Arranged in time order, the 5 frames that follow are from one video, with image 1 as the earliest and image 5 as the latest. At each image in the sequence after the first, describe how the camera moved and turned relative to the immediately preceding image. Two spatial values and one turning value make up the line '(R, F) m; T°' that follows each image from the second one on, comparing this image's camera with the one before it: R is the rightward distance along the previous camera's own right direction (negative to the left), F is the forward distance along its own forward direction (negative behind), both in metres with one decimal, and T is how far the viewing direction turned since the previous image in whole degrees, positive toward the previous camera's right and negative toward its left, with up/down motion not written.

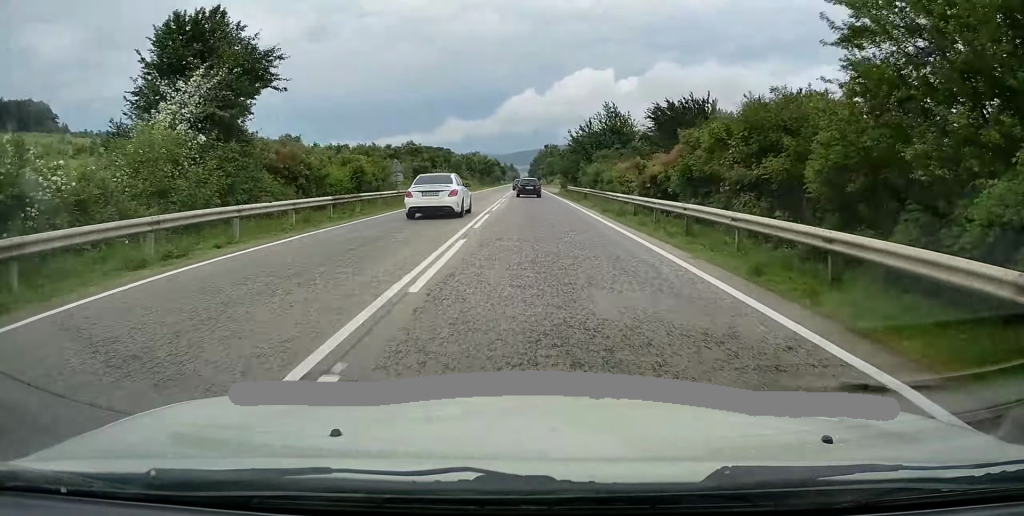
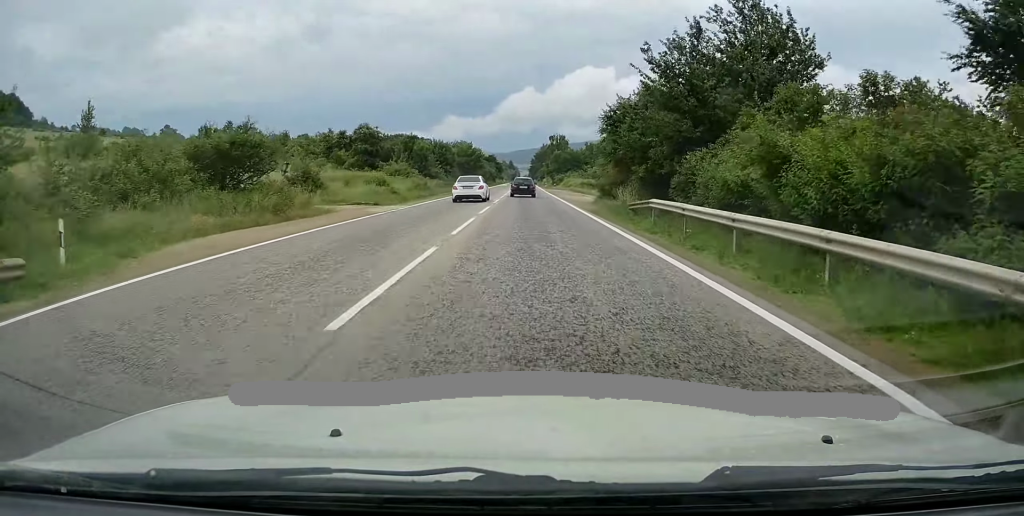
(+0.1, +38.2) m; 0°
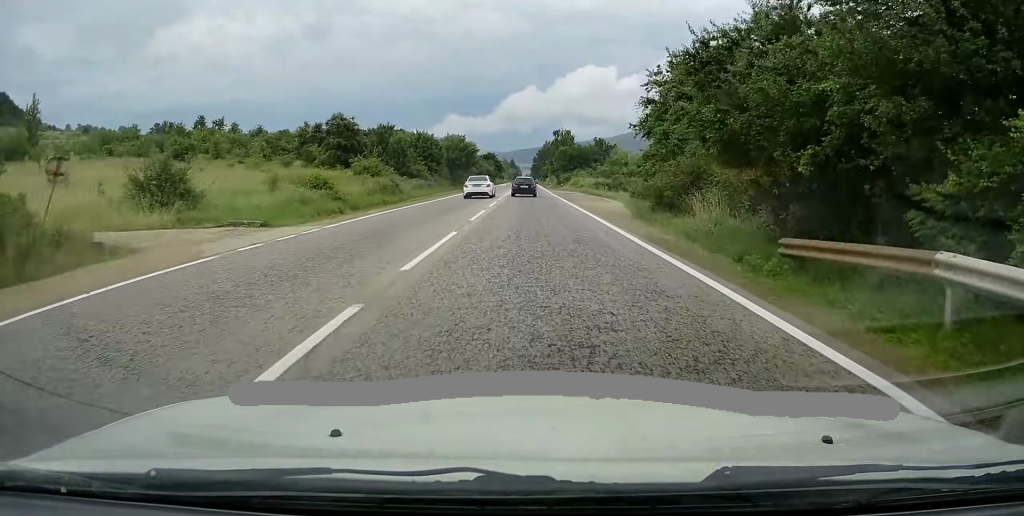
(+0.1, +14.2) m; 0°
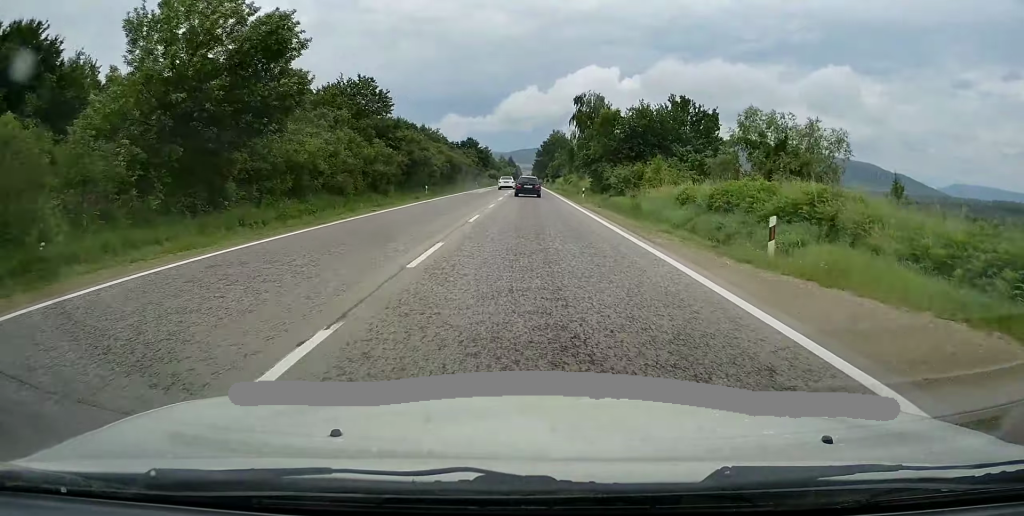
(-0.5, +63.6) m; 0°
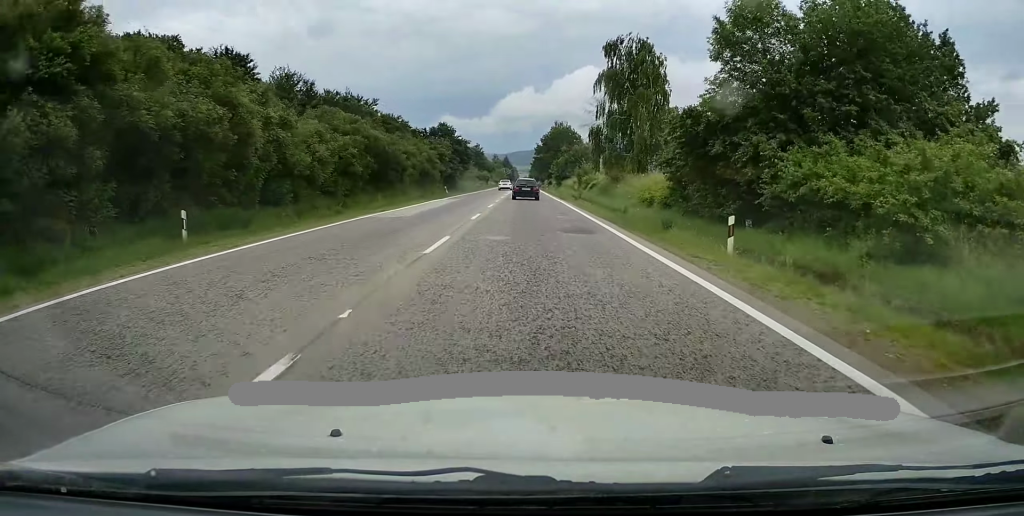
(-0.2, +33.8) m; 0°
